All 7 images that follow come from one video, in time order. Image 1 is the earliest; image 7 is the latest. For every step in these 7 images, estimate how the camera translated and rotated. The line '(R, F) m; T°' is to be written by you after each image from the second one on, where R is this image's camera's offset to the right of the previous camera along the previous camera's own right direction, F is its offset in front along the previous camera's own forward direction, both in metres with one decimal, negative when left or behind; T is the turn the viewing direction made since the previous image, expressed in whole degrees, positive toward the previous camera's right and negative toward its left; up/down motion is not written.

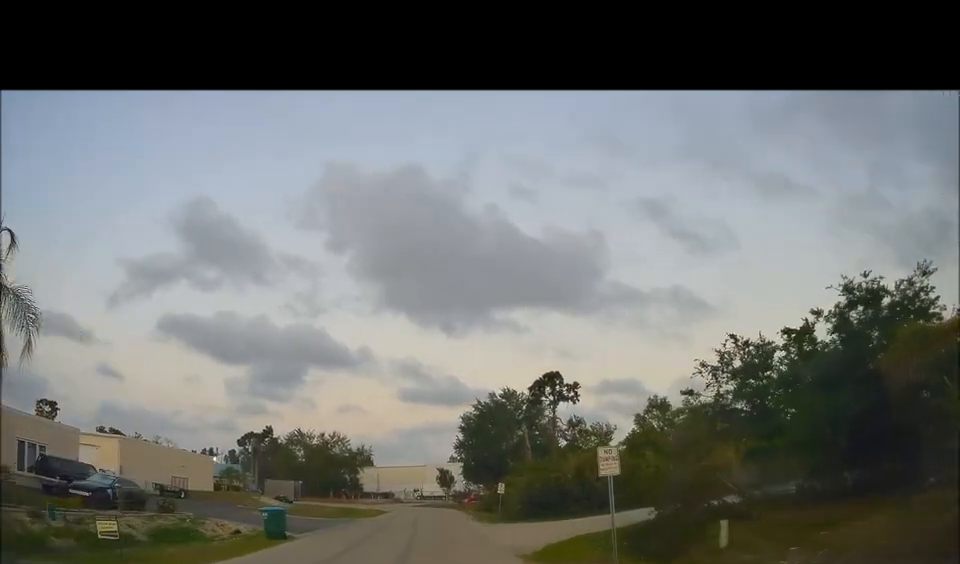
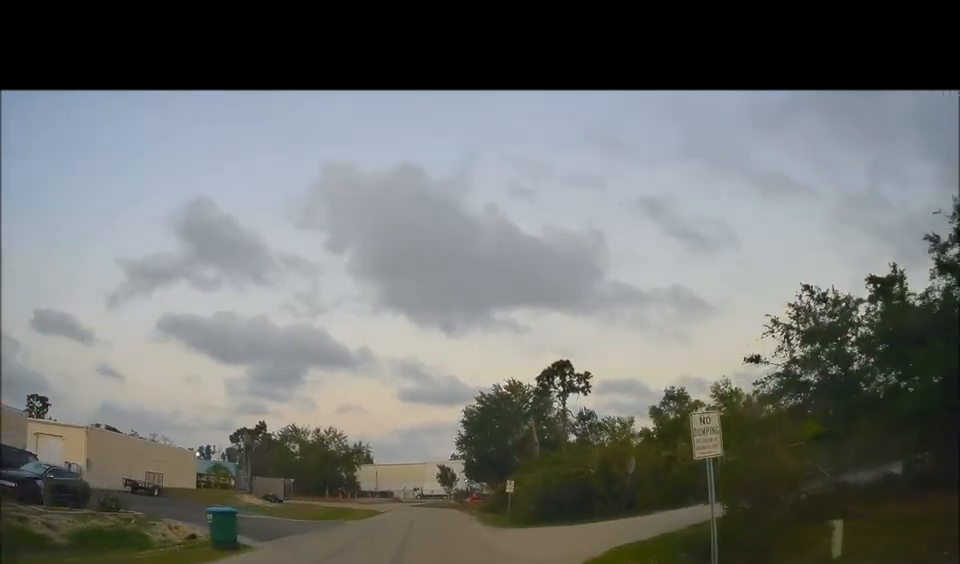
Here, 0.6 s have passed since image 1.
(0.0, +4.4) m; 0°
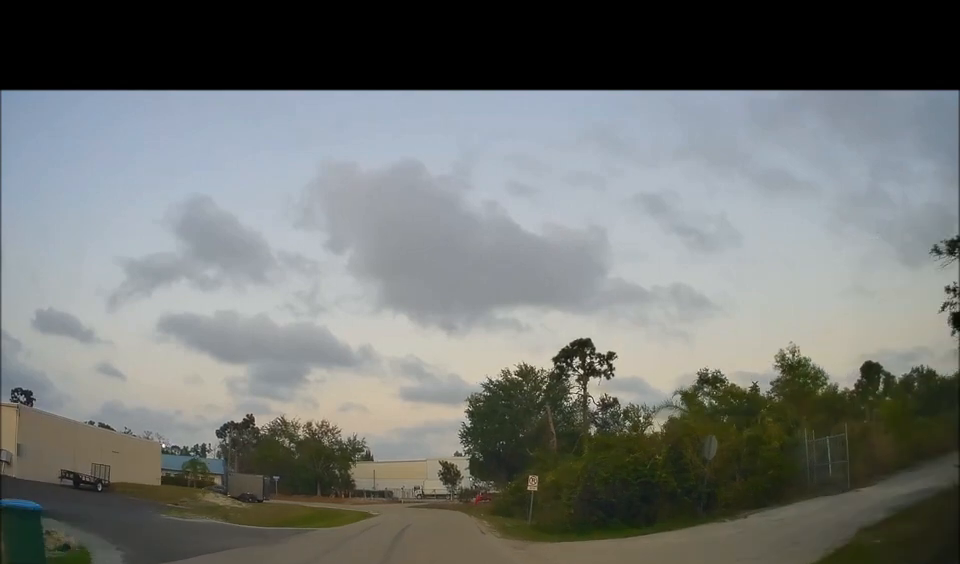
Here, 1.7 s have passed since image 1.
(0.0, +7.3) m; 0°
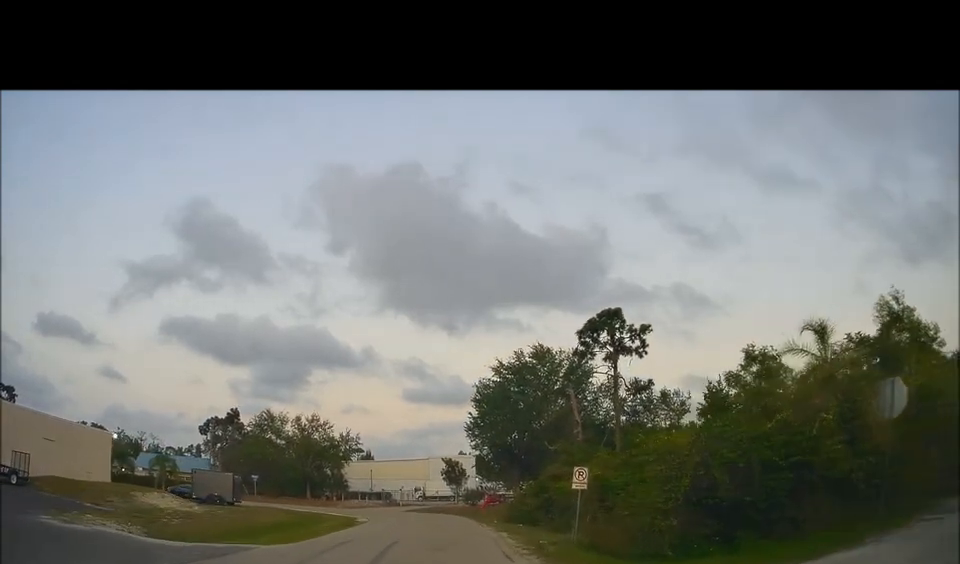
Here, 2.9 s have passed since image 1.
(0.0, +7.9) m; 0°
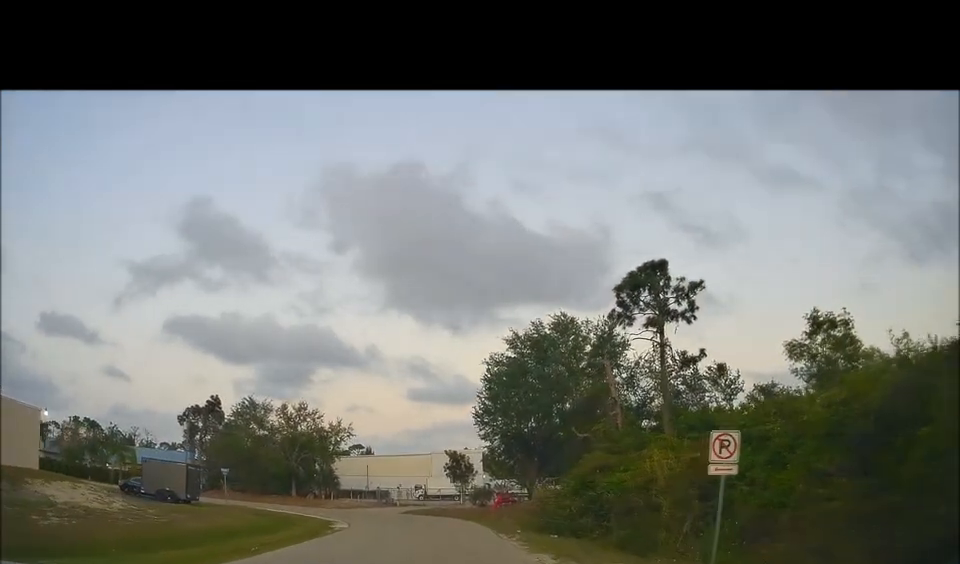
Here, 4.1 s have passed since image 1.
(0.0, +8.4) m; 0°
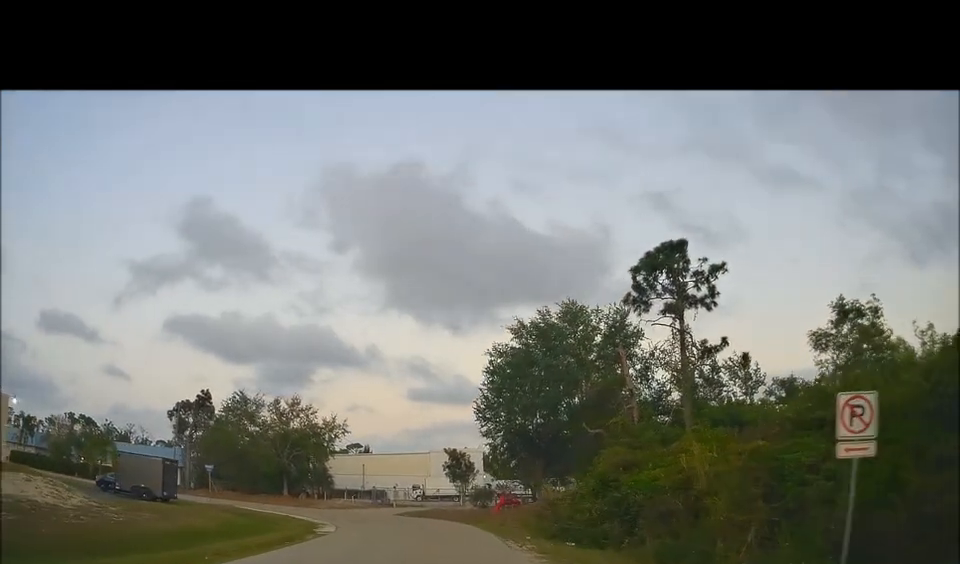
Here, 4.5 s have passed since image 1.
(0.0, +2.9) m; -2°
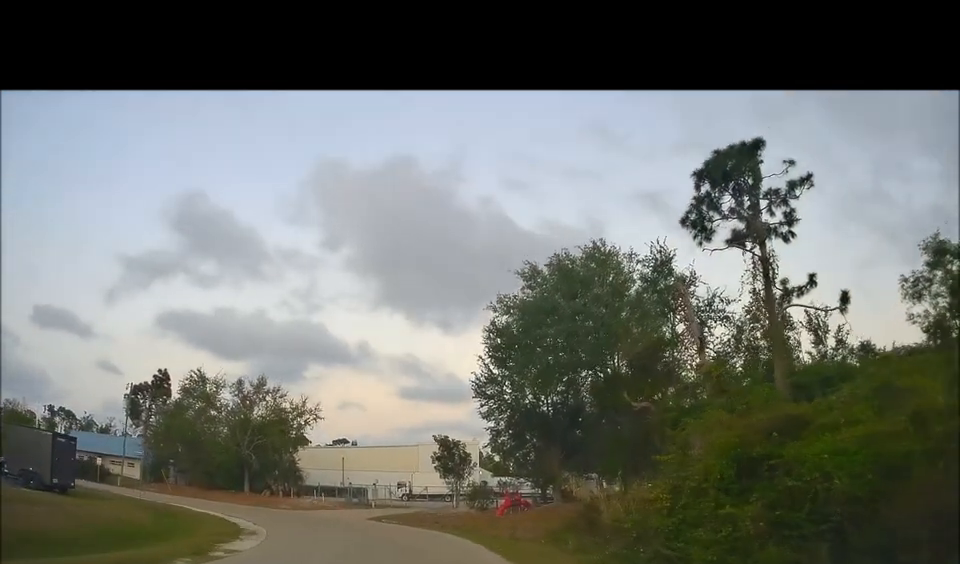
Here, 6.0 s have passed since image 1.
(-0.6, +9.6) m; -3°
